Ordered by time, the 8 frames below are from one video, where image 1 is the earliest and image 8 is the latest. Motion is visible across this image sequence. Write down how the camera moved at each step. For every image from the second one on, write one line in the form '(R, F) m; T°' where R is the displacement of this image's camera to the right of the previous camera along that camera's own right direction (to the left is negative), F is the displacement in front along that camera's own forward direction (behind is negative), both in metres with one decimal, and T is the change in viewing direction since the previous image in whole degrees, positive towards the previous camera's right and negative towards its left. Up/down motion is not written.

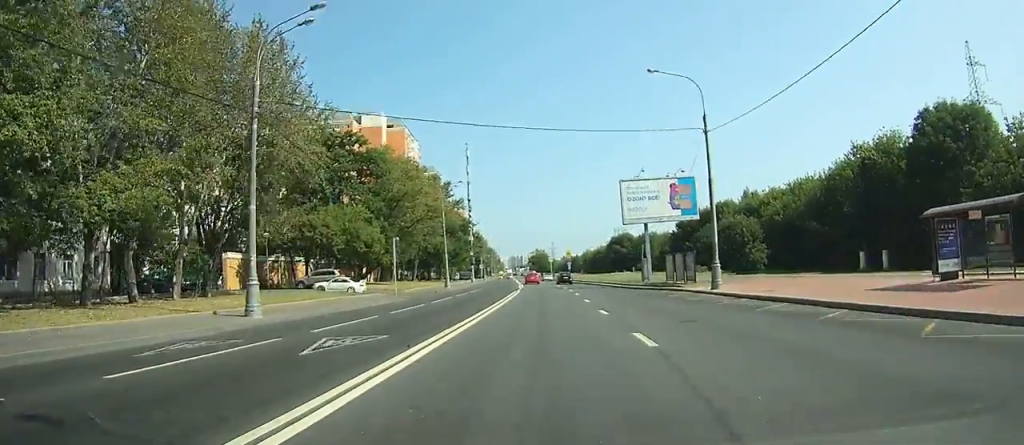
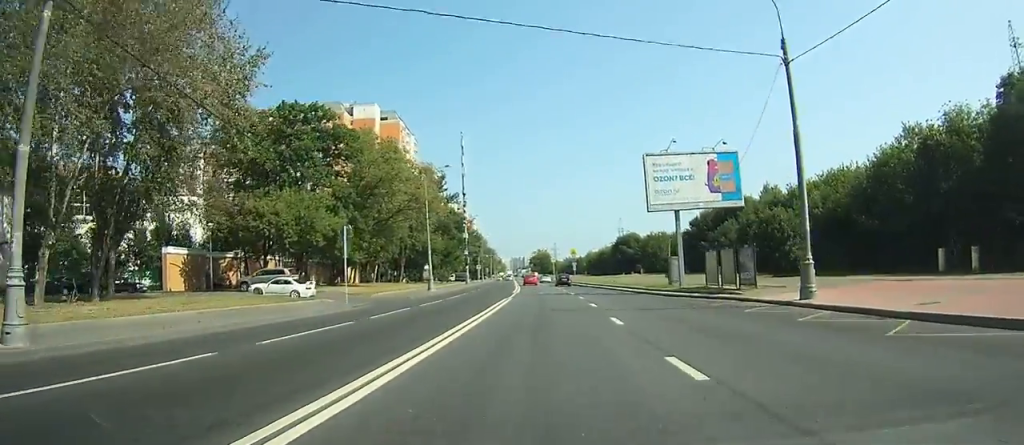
(0.0, +10.8) m; 0°
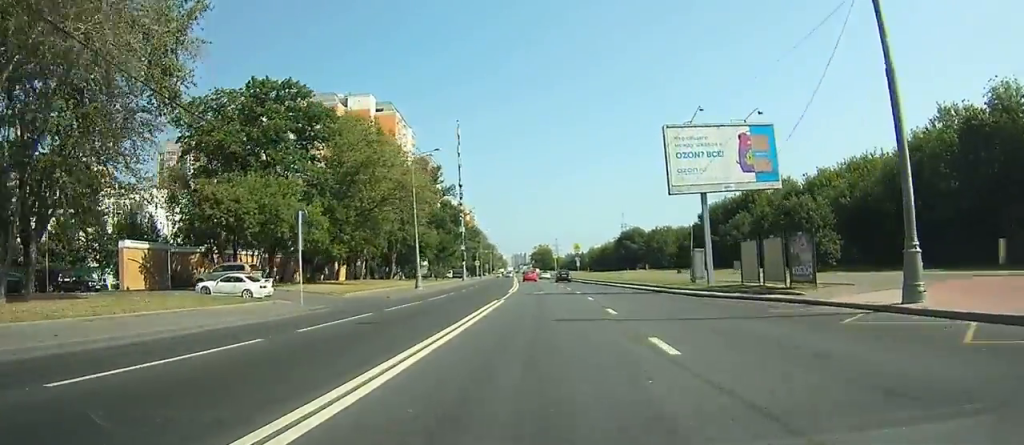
(0.0, +6.1) m; 0°
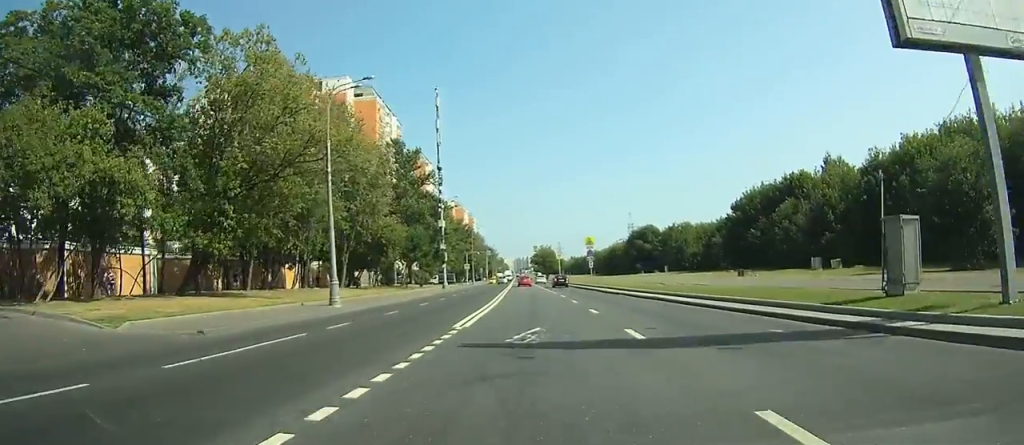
(-0.1, +21.1) m; -1°
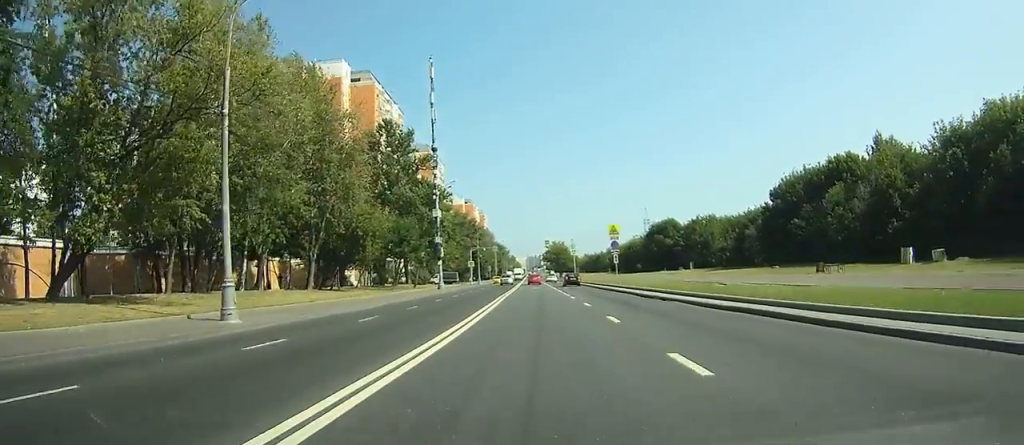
(-0.1, +12.0) m; -1°
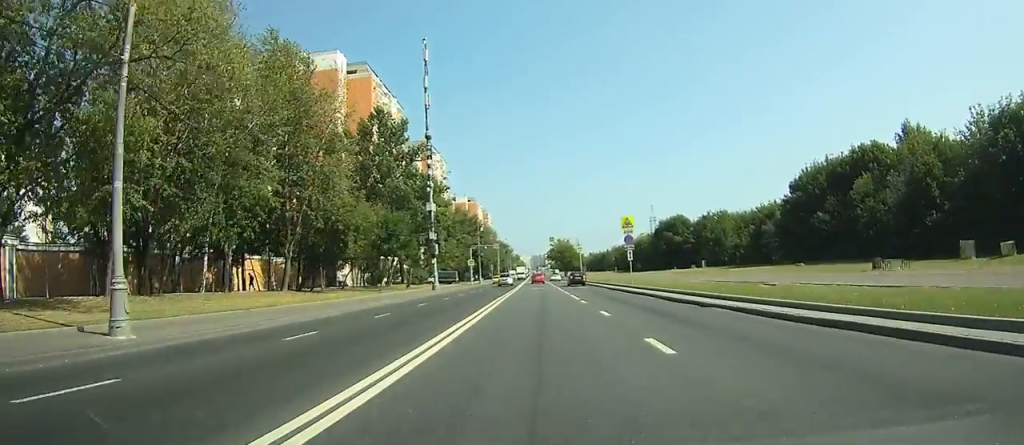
(0.0, +6.0) m; 0°
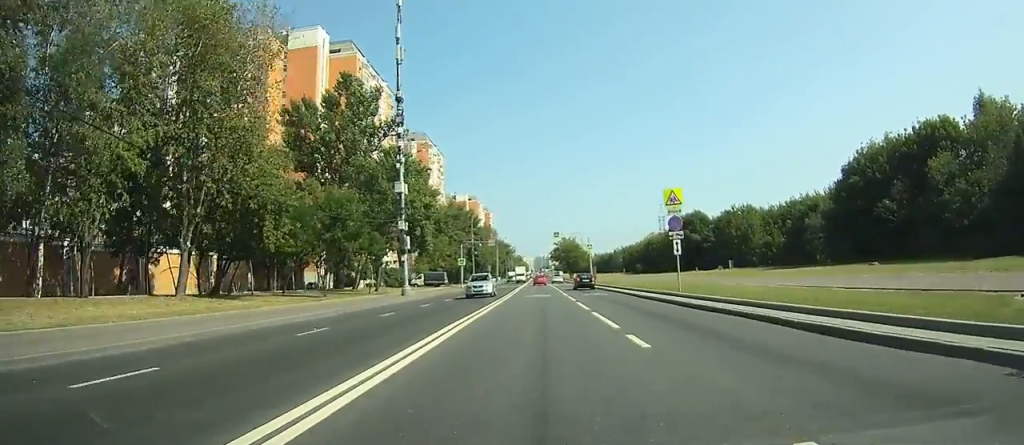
(-0.1, +14.4) m; 0°
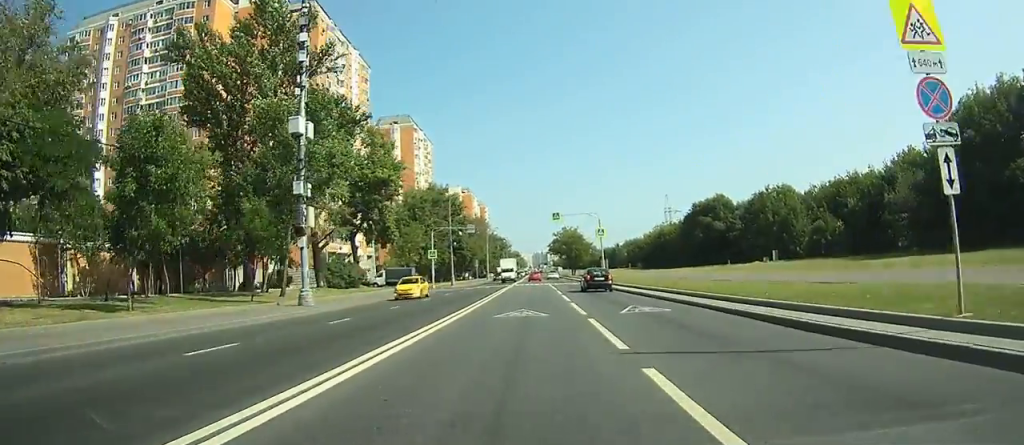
(0.0, +19.6) m; -1°
